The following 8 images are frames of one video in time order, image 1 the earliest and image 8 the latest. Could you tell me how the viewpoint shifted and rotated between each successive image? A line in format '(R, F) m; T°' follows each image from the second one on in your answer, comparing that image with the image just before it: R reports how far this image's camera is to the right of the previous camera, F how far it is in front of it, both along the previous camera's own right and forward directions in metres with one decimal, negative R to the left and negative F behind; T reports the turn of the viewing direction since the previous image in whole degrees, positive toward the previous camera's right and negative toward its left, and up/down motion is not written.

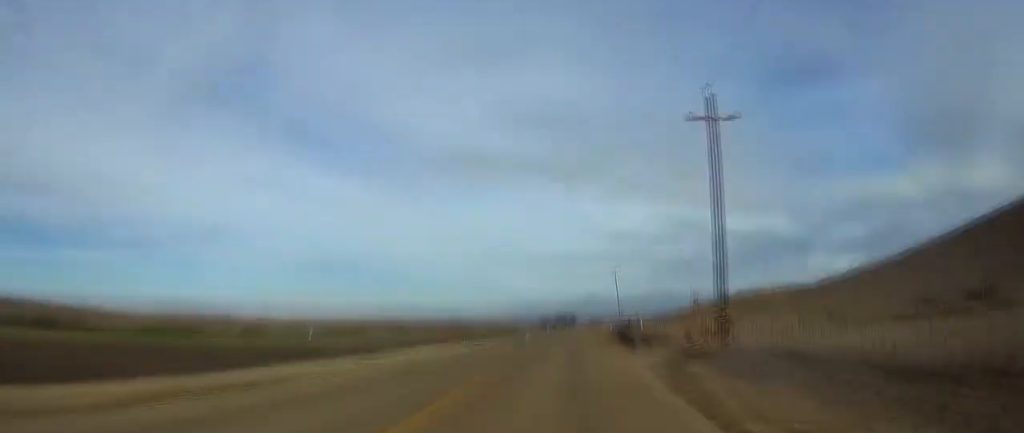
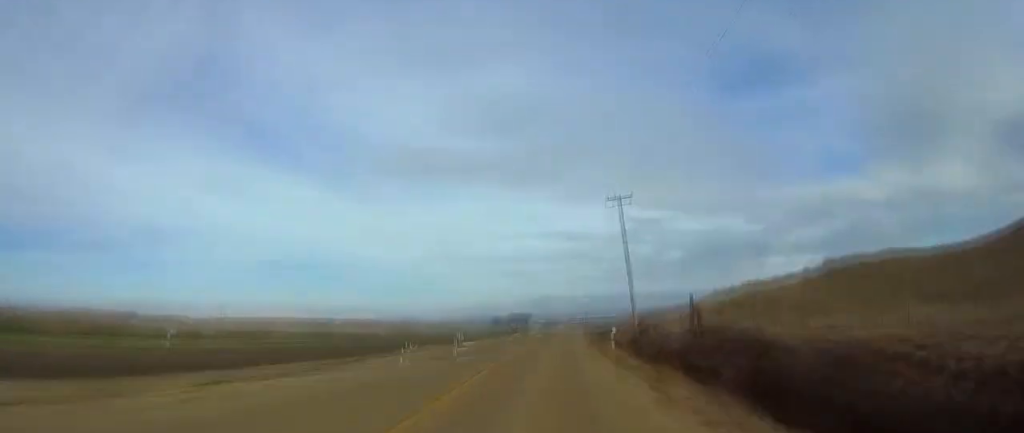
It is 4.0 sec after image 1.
(+1.4, +86.0) m; +2°
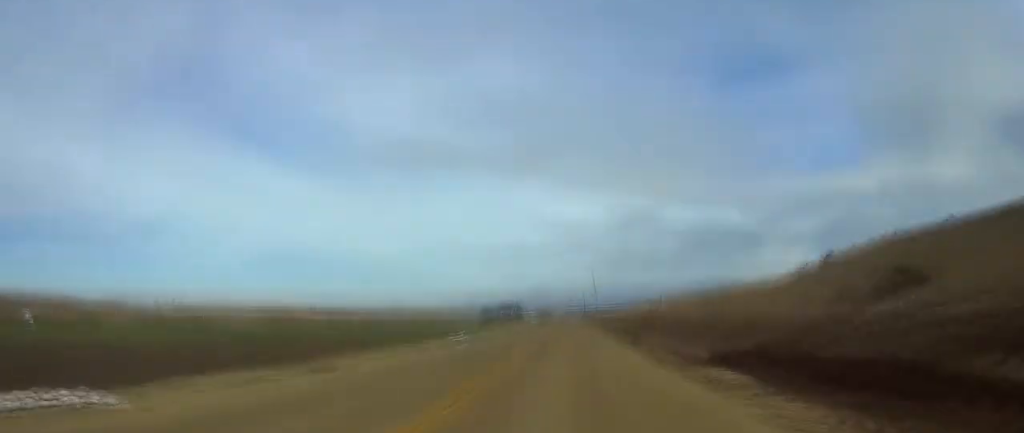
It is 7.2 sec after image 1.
(+0.7, +69.2) m; +1°
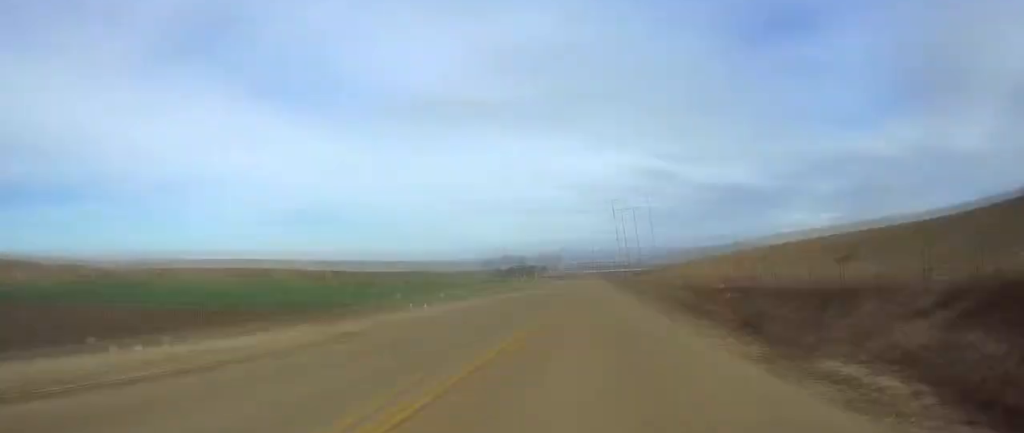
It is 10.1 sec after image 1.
(+1.2, +63.6) m; 0°
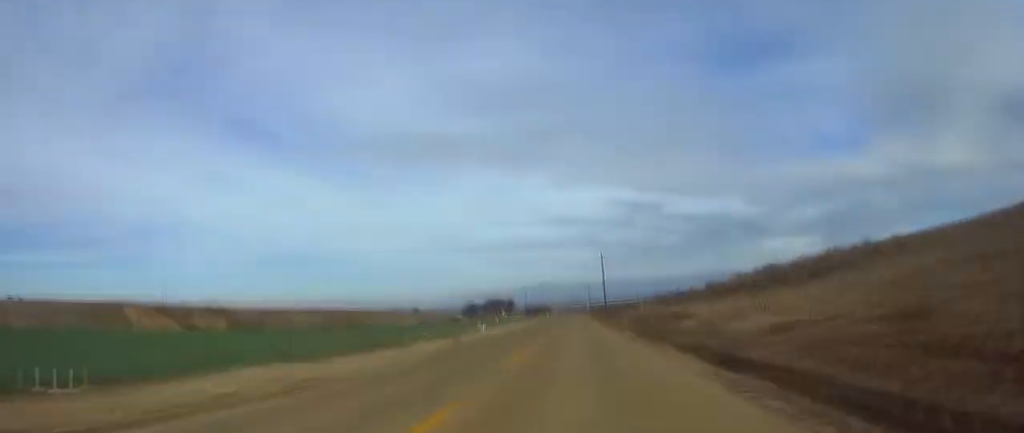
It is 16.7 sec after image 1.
(-0.7, +141.5) m; 0°
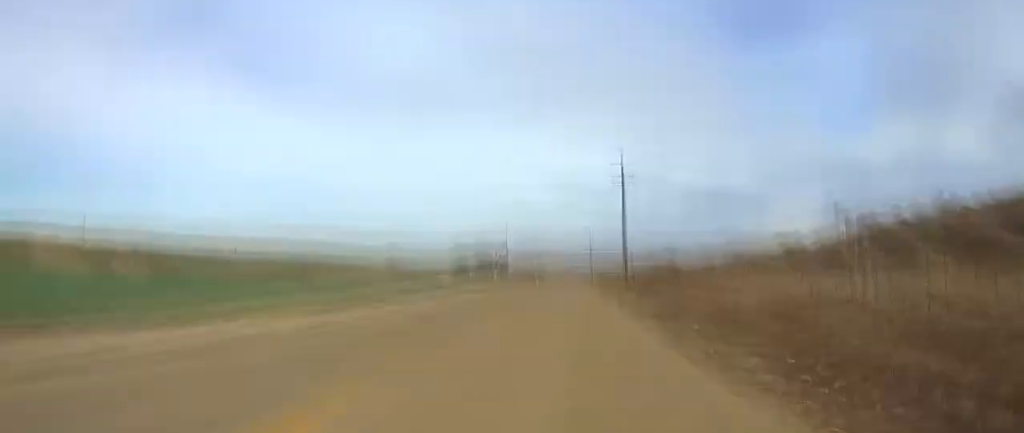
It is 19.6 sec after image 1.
(+0.3, +63.3) m; 0°
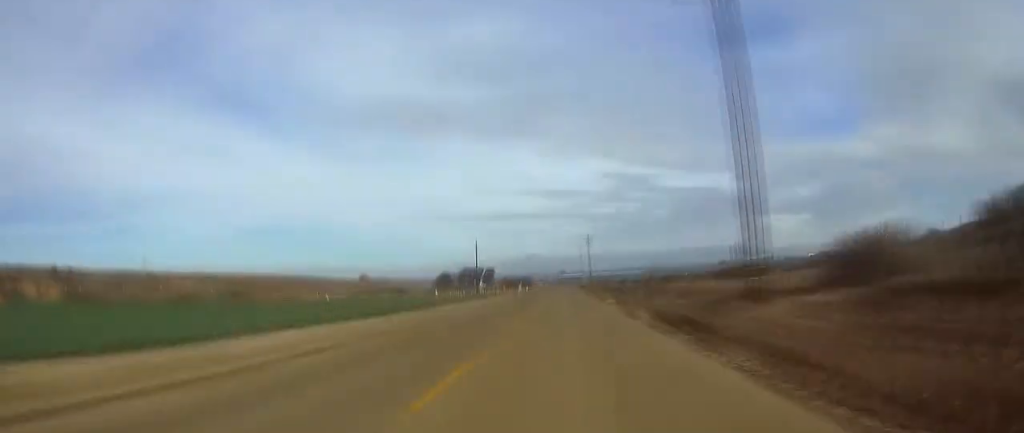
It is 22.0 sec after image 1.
(+0.1, +51.7) m; 0°
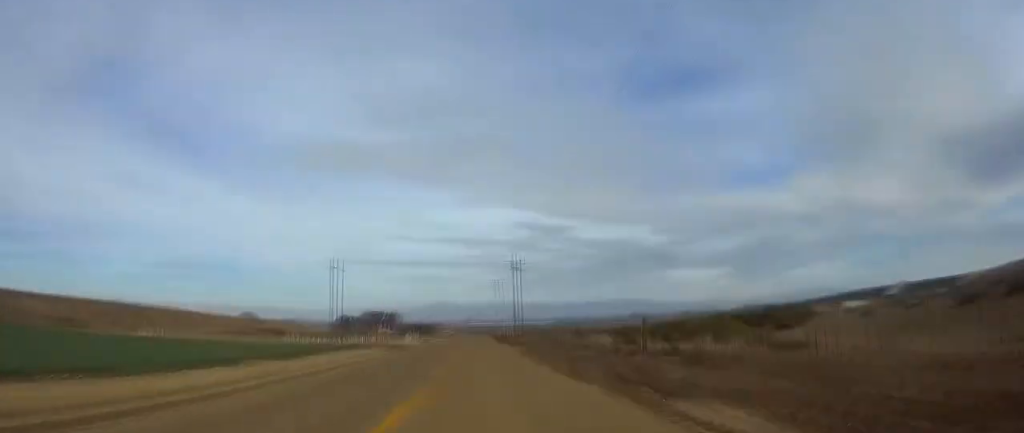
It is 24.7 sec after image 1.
(-0.1, +57.5) m; 0°
